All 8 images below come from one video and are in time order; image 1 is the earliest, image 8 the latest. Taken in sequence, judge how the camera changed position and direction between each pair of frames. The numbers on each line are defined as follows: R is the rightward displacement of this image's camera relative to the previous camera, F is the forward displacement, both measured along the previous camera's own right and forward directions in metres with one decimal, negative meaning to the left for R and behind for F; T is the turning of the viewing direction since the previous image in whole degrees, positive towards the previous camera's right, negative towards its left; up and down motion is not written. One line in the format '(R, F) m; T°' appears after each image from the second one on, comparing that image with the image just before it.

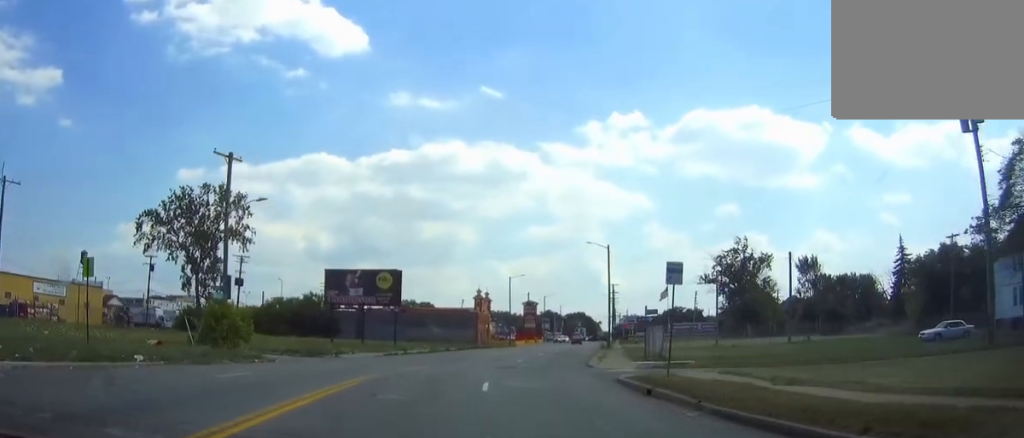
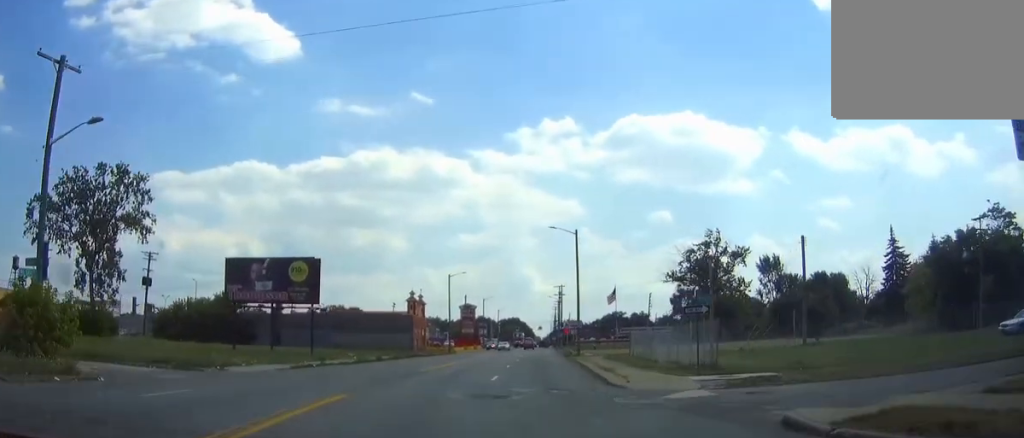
(+0.5, +13.8) m; +5°
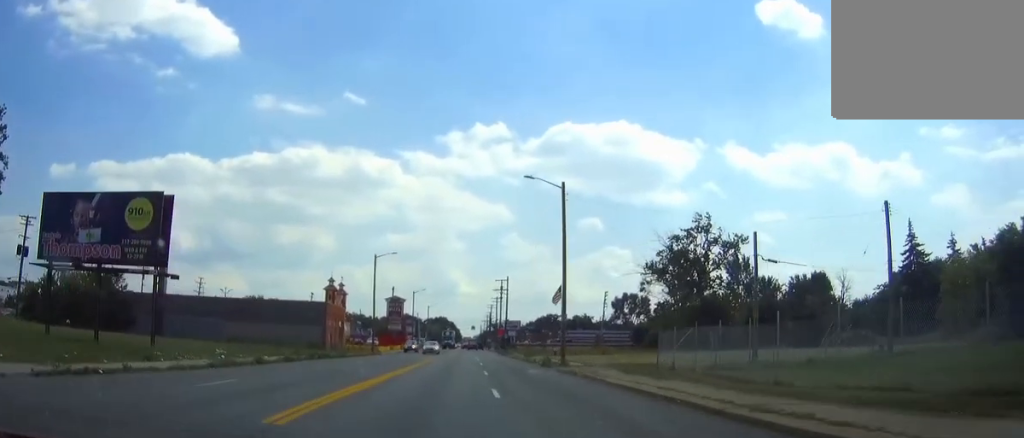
(+1.3, +19.8) m; +7°
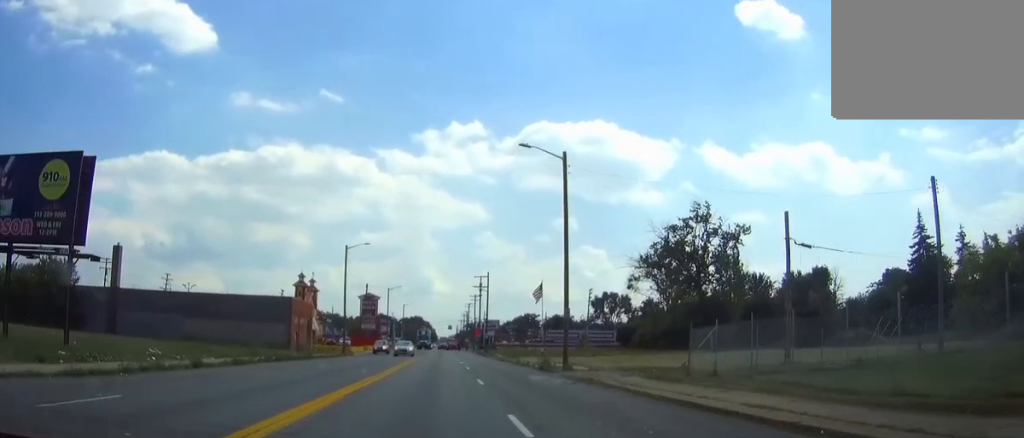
(+0.2, +6.7) m; +2°
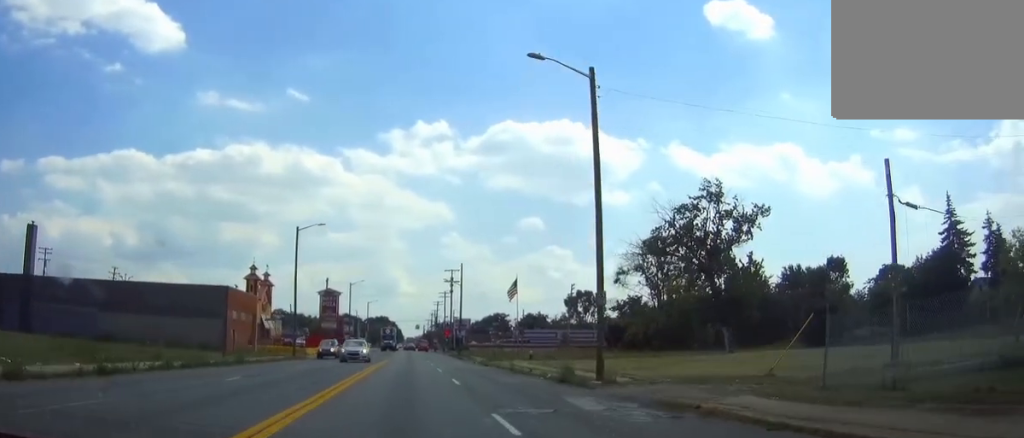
(+0.3, +11.9) m; +2°
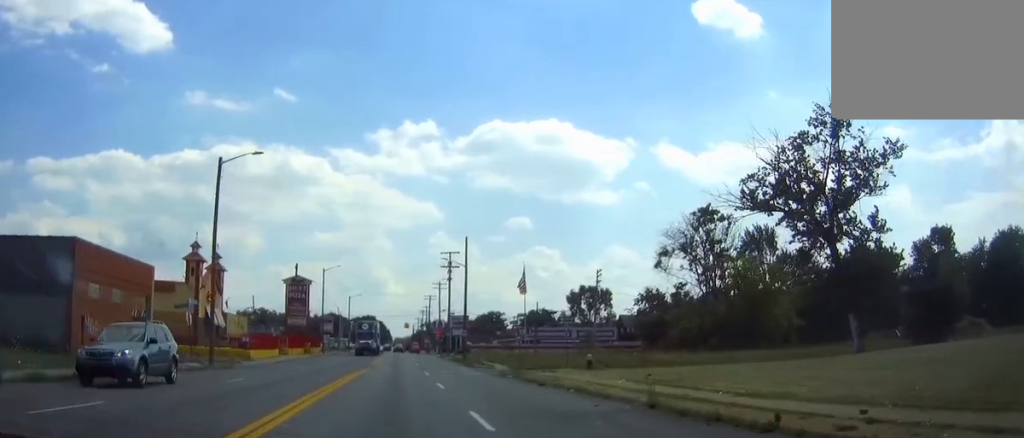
(+0.4, +22.9) m; +1°
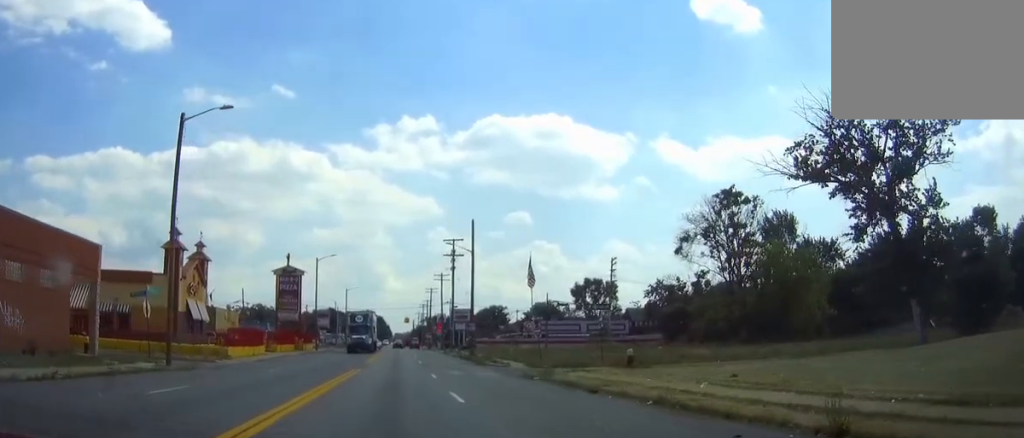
(0.0, +7.2) m; 0°
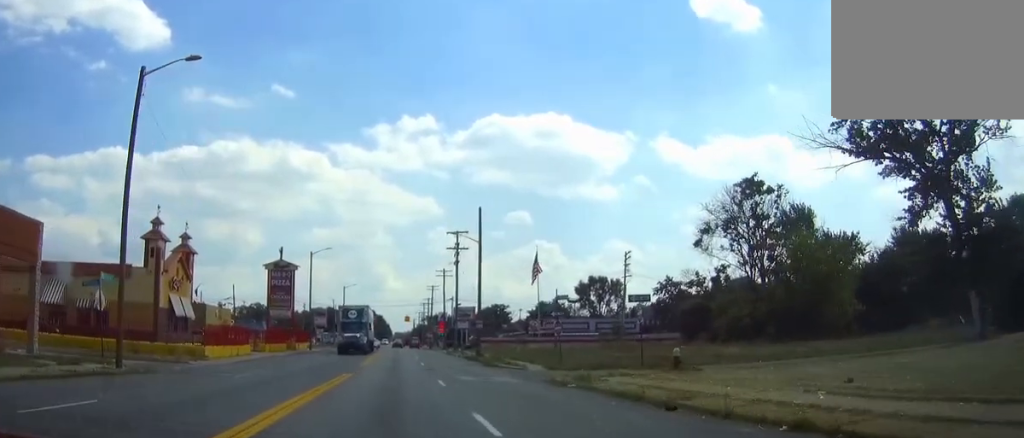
(0.0, +5.6) m; 0°
